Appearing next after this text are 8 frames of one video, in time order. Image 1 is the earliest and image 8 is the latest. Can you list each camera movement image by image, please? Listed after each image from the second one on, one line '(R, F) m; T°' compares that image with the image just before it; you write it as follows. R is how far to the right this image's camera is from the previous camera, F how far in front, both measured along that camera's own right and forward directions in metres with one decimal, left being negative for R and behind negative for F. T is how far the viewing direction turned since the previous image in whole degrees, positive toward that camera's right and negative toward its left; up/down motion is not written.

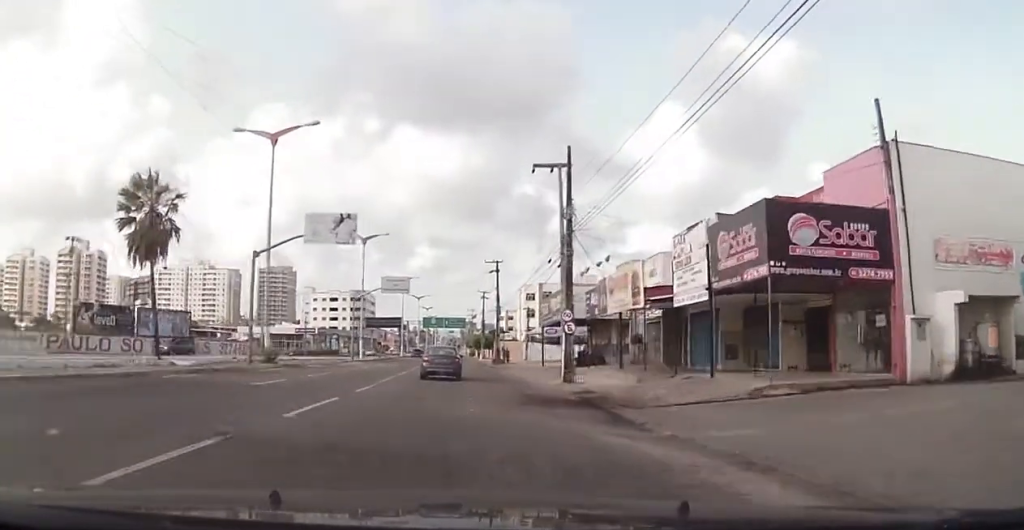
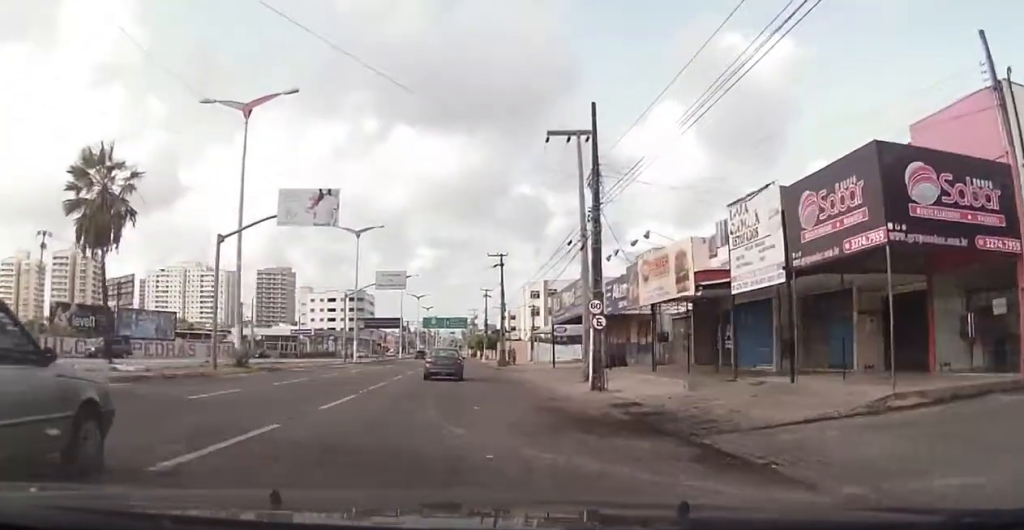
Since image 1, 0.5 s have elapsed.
(-0.1, +5.3) m; +2°
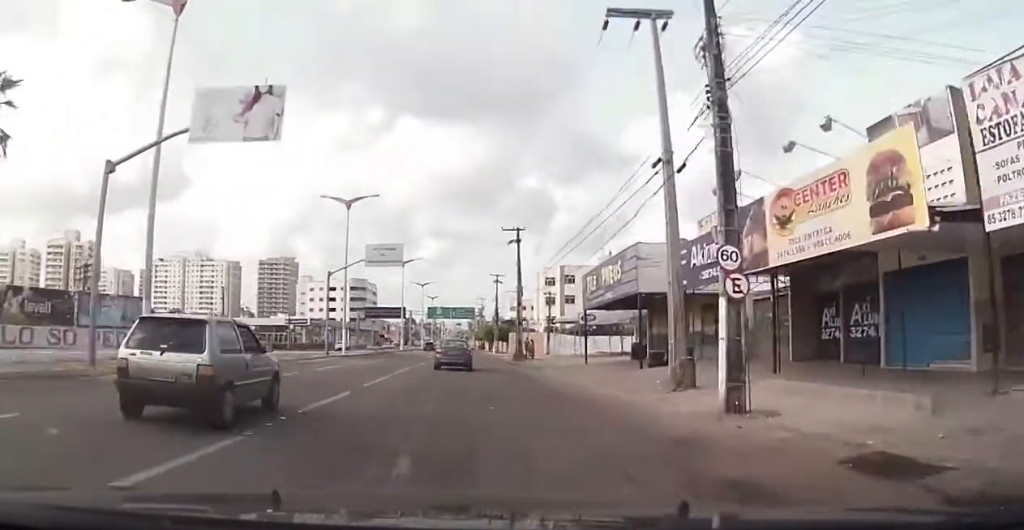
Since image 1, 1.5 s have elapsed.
(+0.4, +10.3) m; -1°
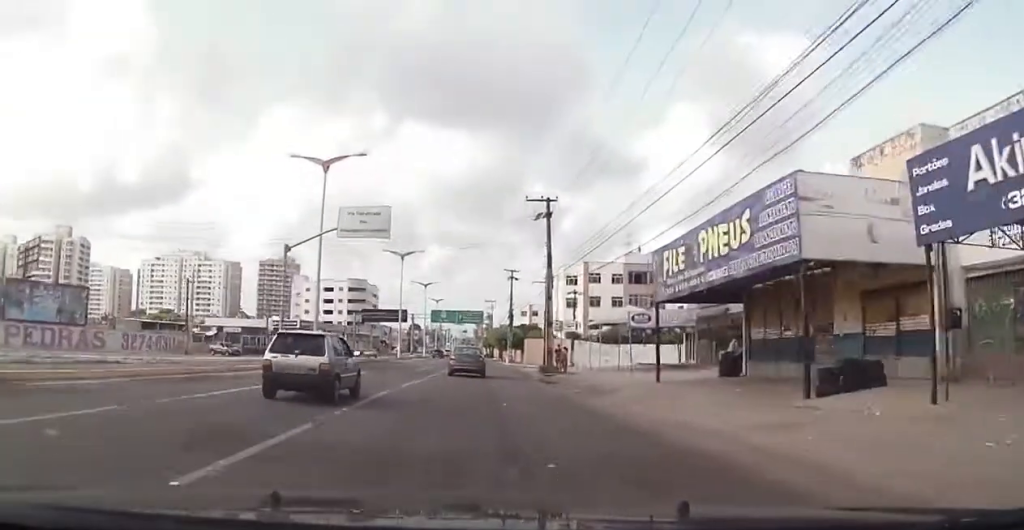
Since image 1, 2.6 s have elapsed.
(-0.8, +13.5) m; -2°
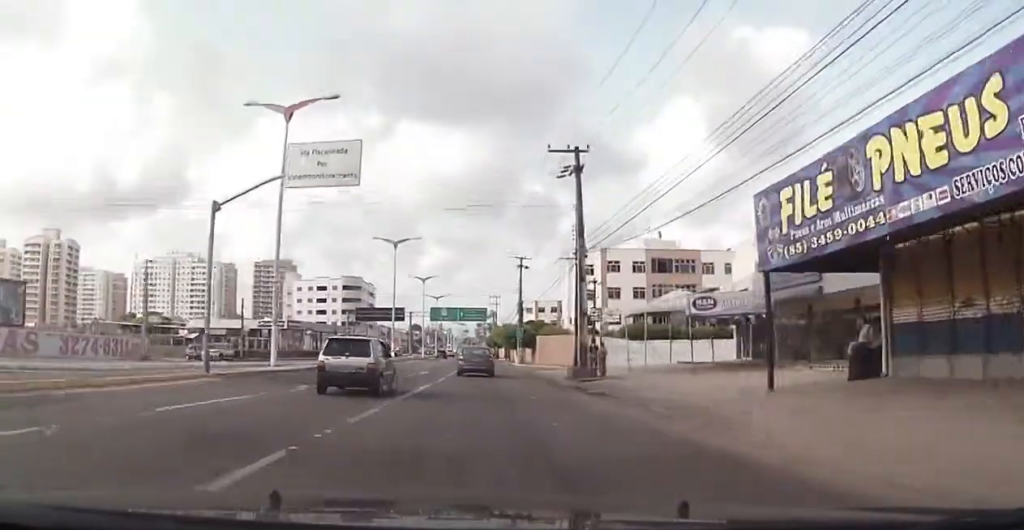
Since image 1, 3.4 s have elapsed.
(+0.3, +10.2) m; +2°
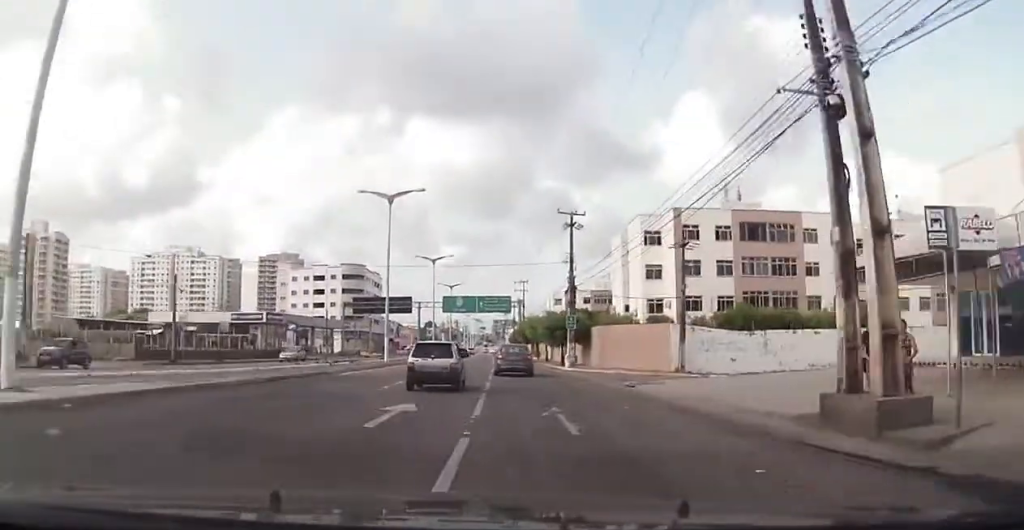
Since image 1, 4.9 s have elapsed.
(+0.2, +21.3) m; -1°
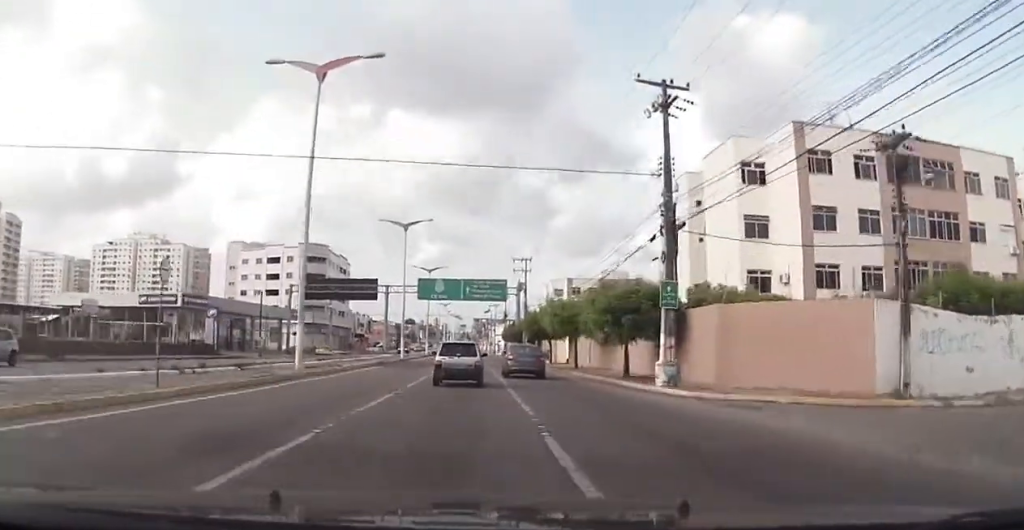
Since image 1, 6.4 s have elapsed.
(-0.6, +24.3) m; 0°
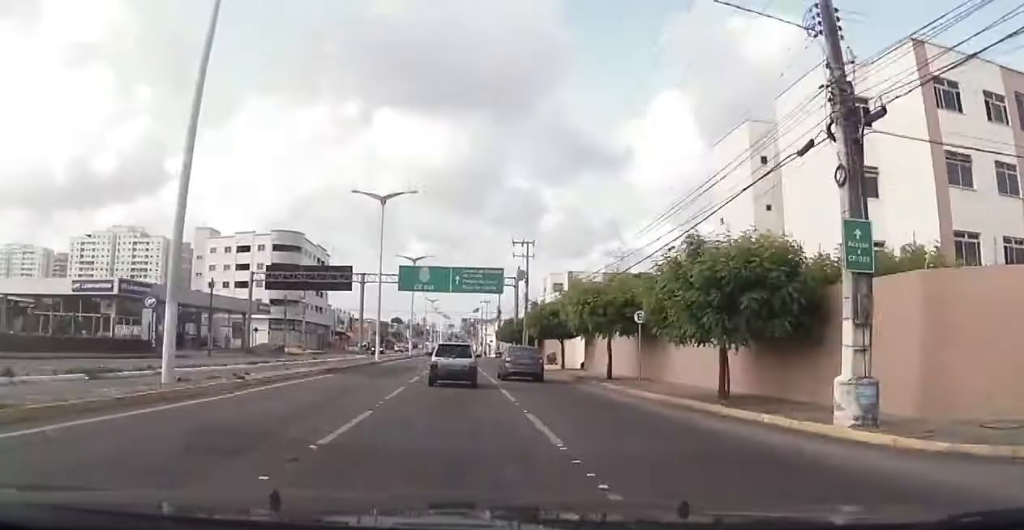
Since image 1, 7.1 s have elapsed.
(+0.2, +11.9) m; +1°
